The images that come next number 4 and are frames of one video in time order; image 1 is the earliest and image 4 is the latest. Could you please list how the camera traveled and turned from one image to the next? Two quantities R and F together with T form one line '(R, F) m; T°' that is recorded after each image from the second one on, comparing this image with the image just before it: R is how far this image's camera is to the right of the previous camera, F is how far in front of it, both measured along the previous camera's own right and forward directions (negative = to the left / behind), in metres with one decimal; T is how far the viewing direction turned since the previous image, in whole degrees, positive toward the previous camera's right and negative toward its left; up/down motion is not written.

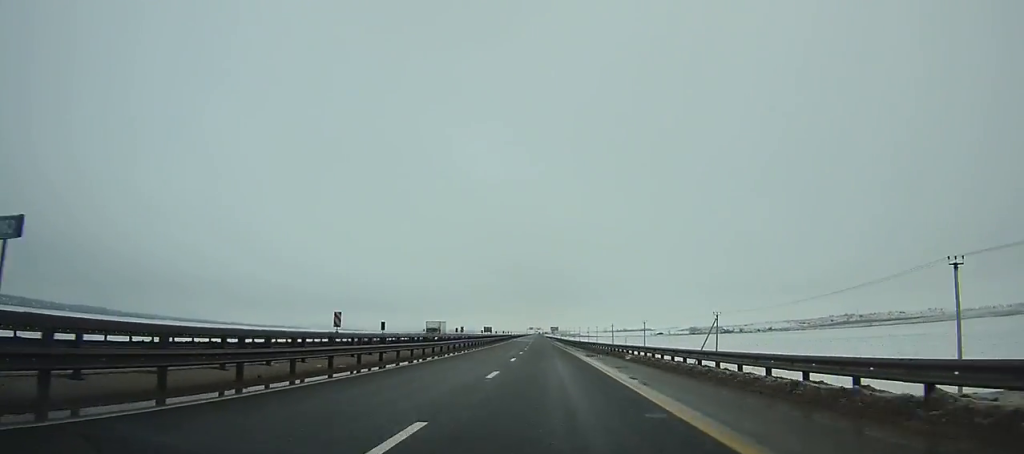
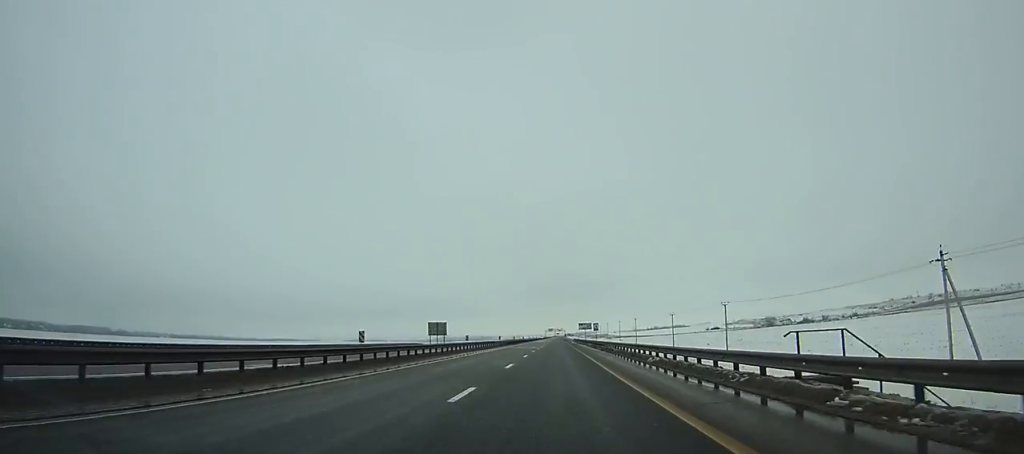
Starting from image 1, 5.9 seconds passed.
(-4.2, +169.2) m; -2°
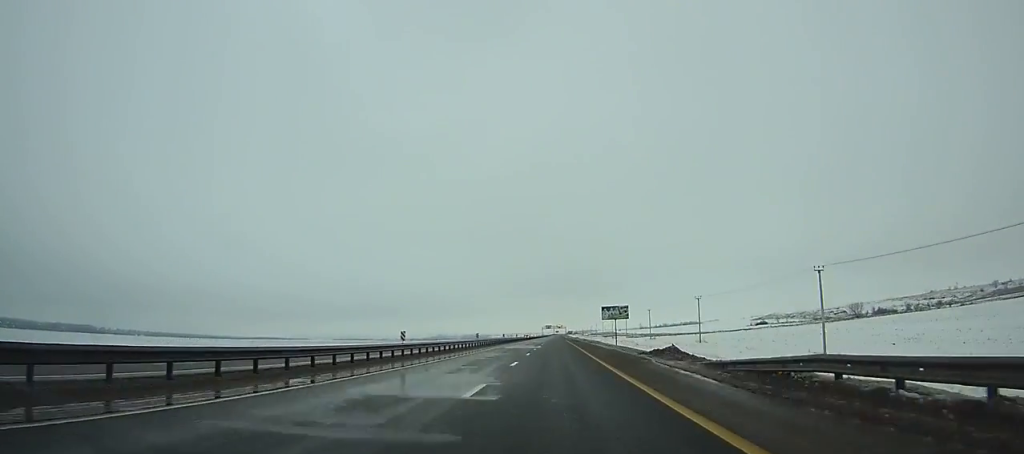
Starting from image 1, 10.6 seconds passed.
(-0.5, +137.6) m; 0°
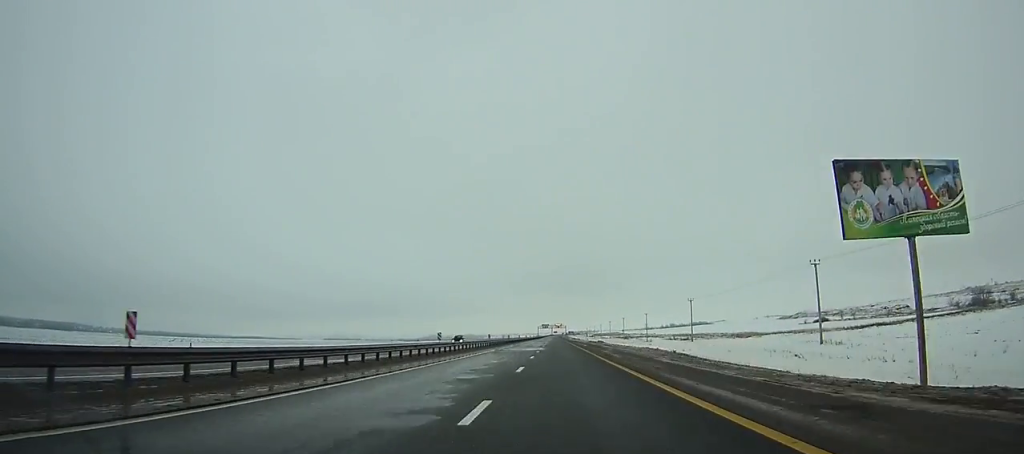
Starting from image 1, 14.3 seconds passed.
(+0.1, +109.0) m; 0°
